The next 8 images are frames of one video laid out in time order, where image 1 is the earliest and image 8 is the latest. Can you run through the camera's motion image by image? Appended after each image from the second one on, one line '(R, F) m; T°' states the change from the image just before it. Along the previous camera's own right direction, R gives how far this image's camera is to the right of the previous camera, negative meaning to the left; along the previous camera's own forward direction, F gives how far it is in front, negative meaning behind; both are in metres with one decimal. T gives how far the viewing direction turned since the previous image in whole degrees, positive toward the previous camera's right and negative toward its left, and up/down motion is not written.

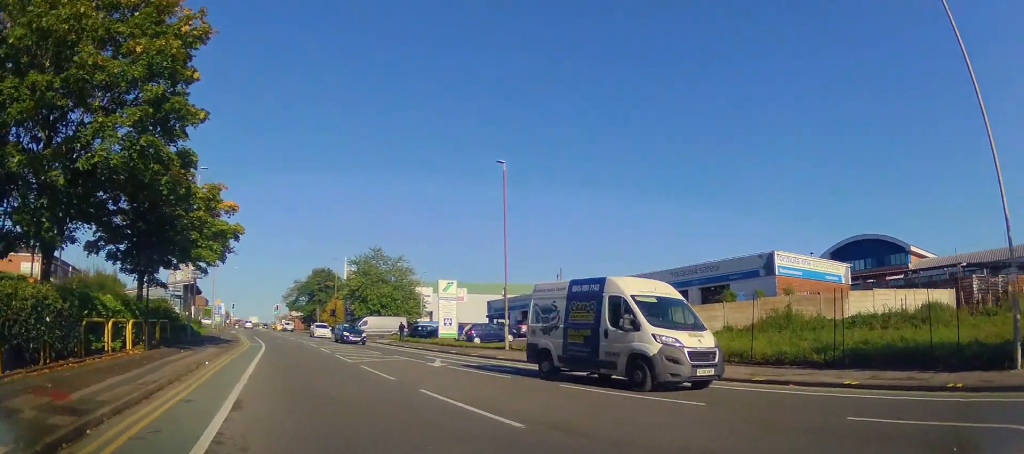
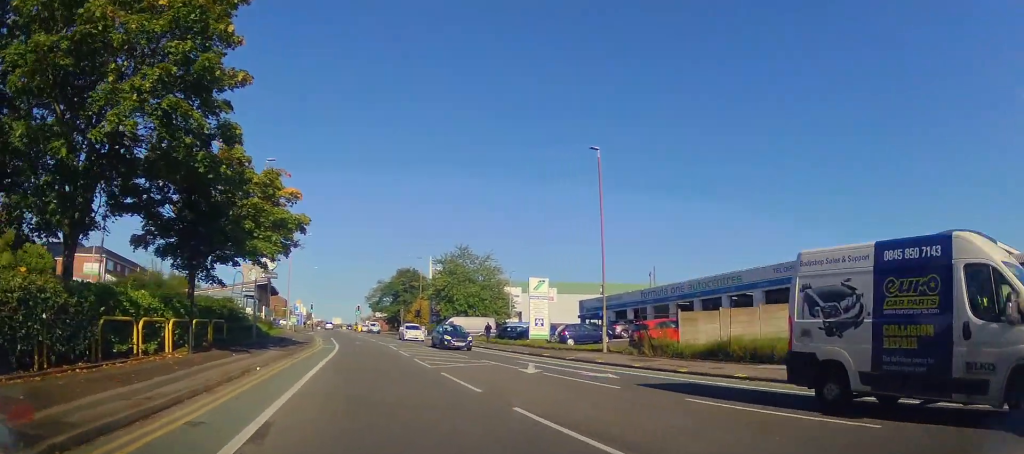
(-0.1, +2.3) m; -8°
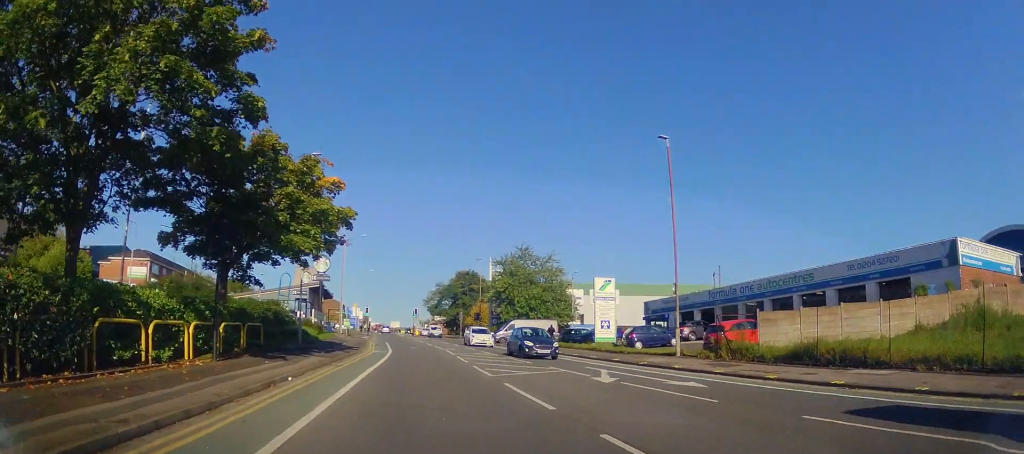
(-0.1, +1.9) m; -5°
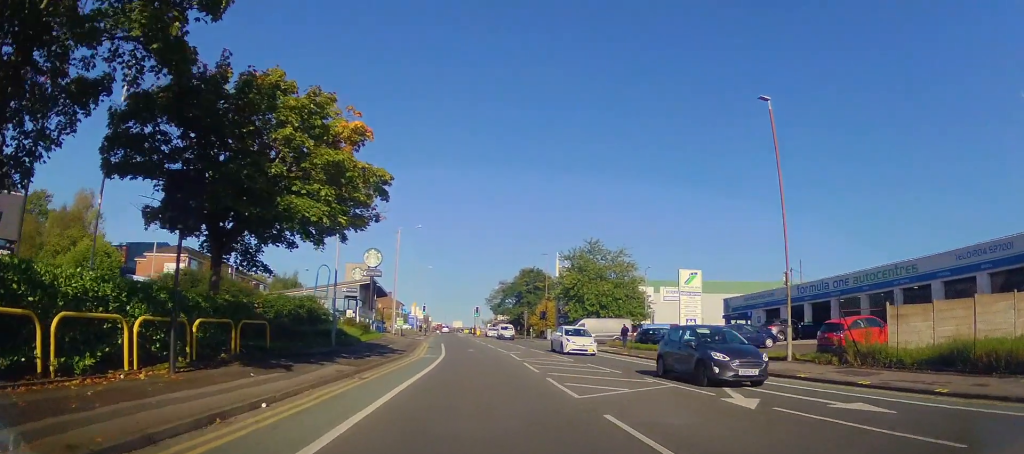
(-0.5, +5.0) m; -5°
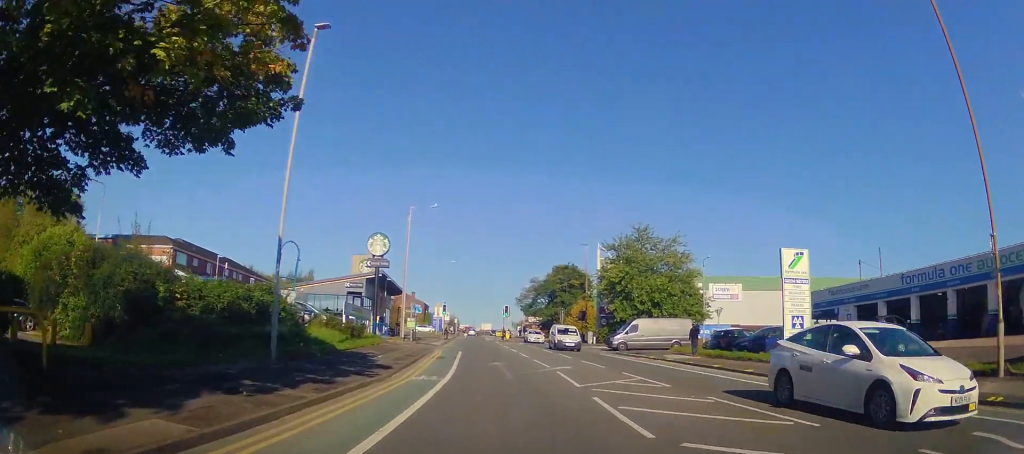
(0.0, +9.6) m; -1°
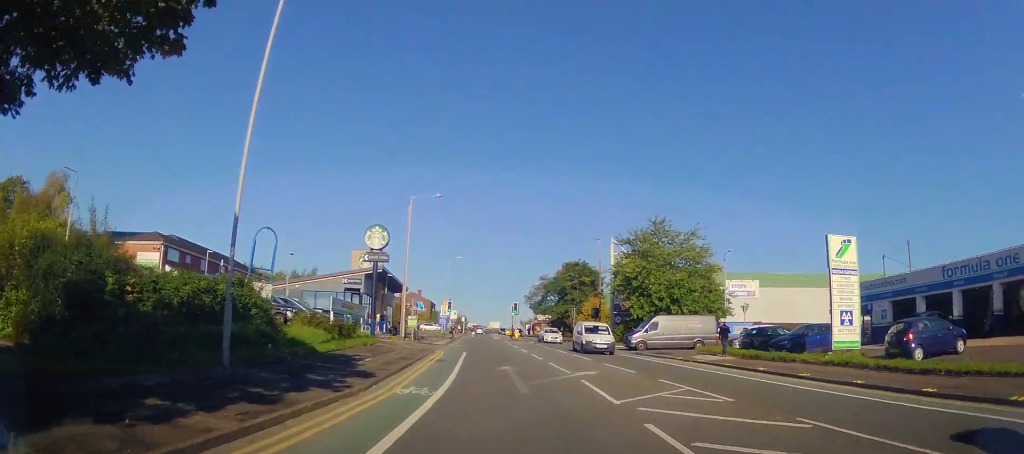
(+0.1, +3.2) m; -1°
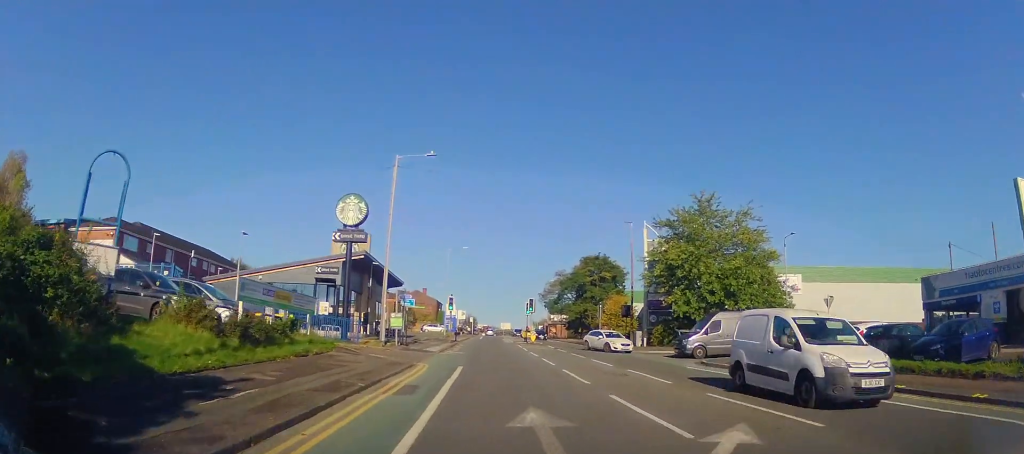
(-0.2, +9.6) m; 0°
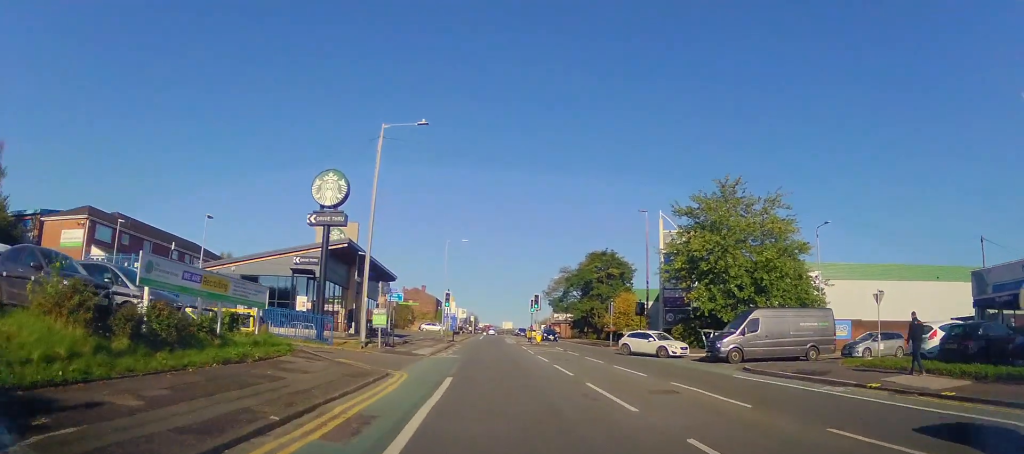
(+0.1, +4.5) m; 0°
